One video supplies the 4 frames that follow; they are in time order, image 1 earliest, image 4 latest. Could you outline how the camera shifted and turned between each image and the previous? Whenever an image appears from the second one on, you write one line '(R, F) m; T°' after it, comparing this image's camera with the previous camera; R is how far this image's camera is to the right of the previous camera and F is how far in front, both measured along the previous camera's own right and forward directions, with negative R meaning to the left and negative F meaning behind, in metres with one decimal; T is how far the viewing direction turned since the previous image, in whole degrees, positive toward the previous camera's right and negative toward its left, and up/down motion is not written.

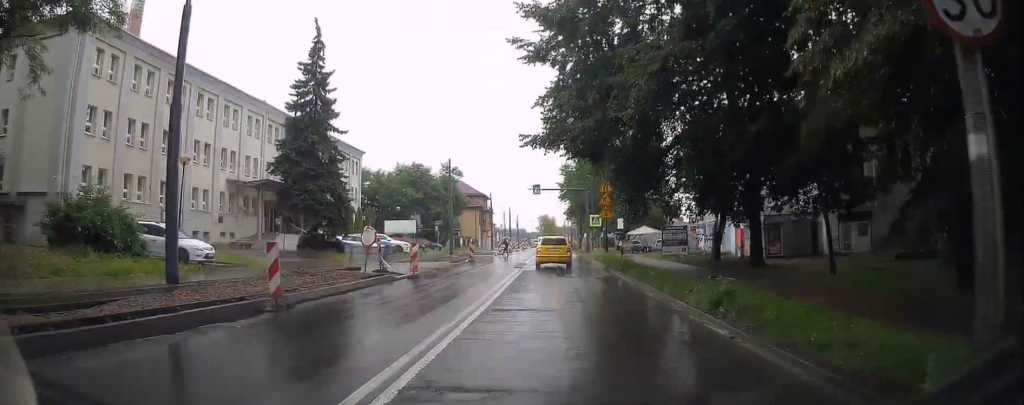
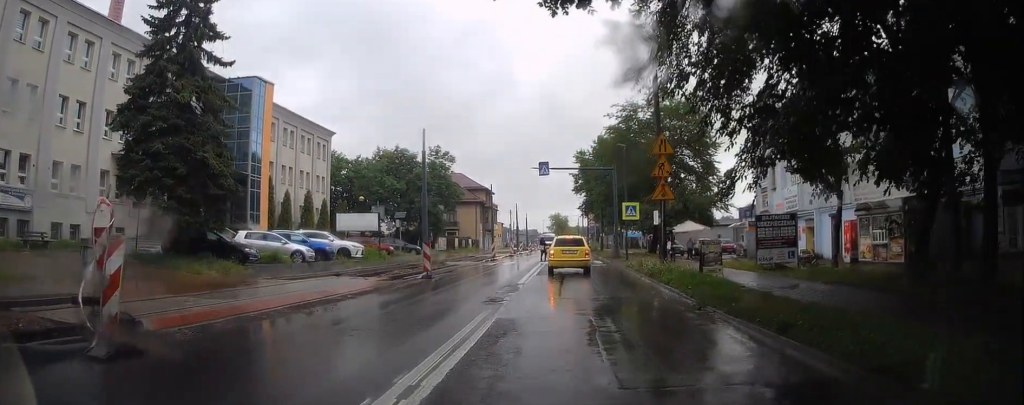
(-0.7, +13.7) m; -10°
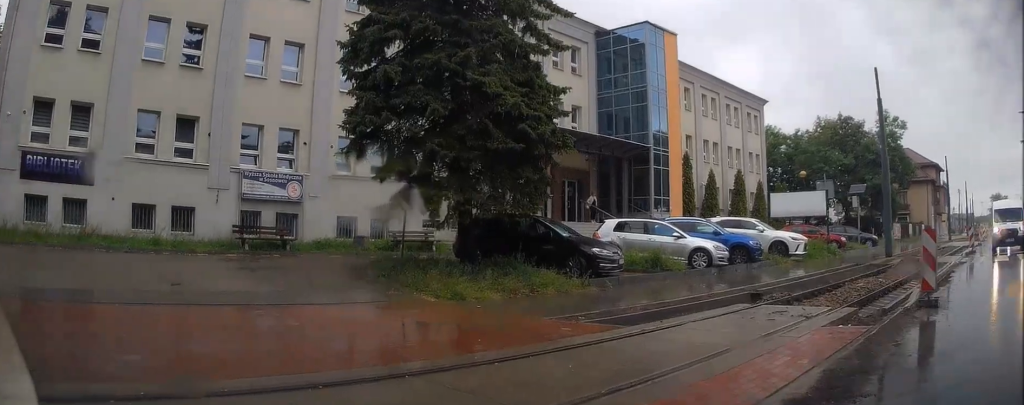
(-4.9, +10.4) m; -56°
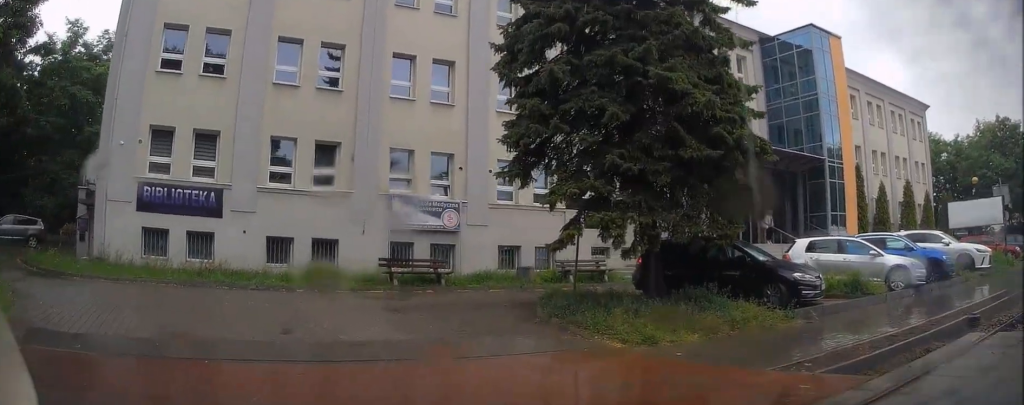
(-0.5, +2.2) m; -7°
